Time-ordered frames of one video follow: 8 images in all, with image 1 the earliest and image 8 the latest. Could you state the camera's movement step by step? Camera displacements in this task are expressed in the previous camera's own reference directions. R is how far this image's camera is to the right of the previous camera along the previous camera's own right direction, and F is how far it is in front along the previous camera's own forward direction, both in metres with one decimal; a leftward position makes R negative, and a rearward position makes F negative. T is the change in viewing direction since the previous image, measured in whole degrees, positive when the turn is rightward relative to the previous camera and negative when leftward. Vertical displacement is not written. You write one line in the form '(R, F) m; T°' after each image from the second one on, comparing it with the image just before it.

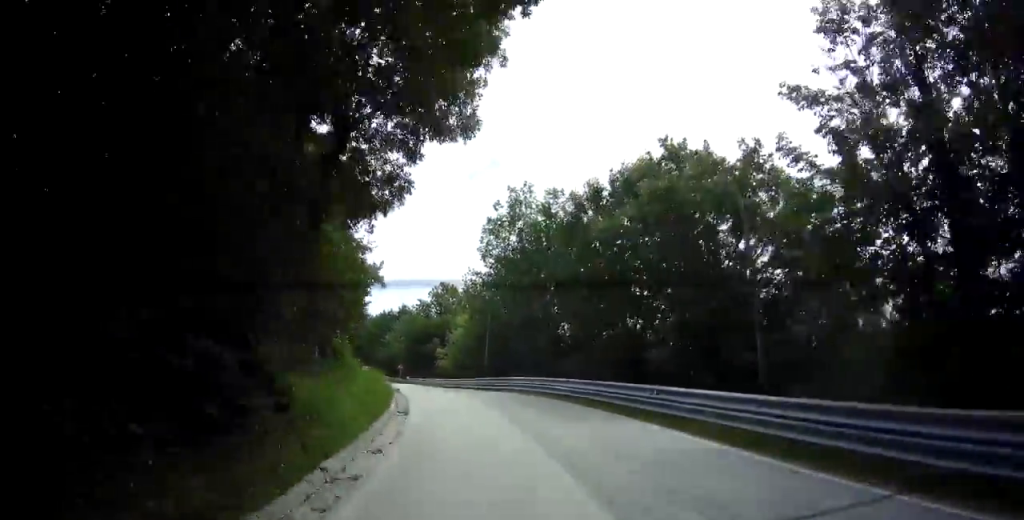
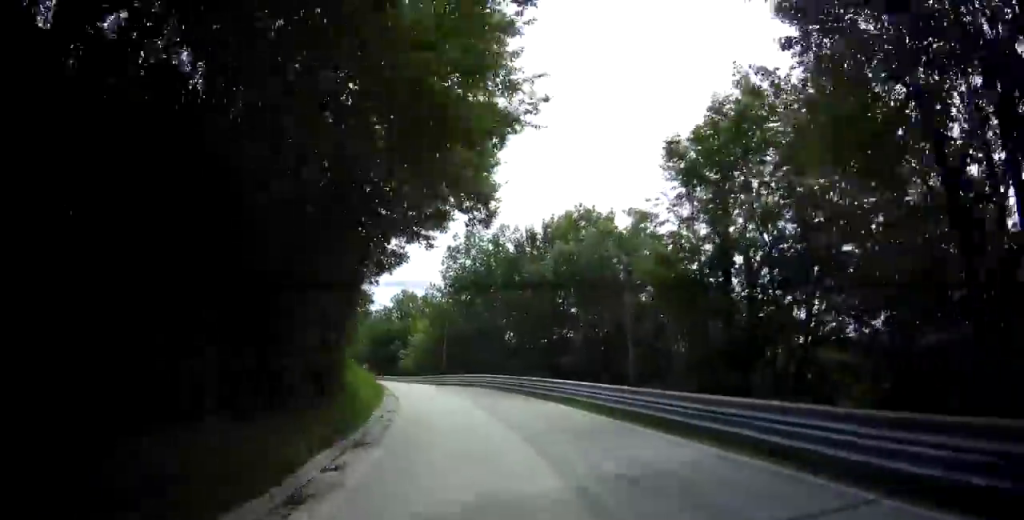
(+1.2, +6.7) m; +1°
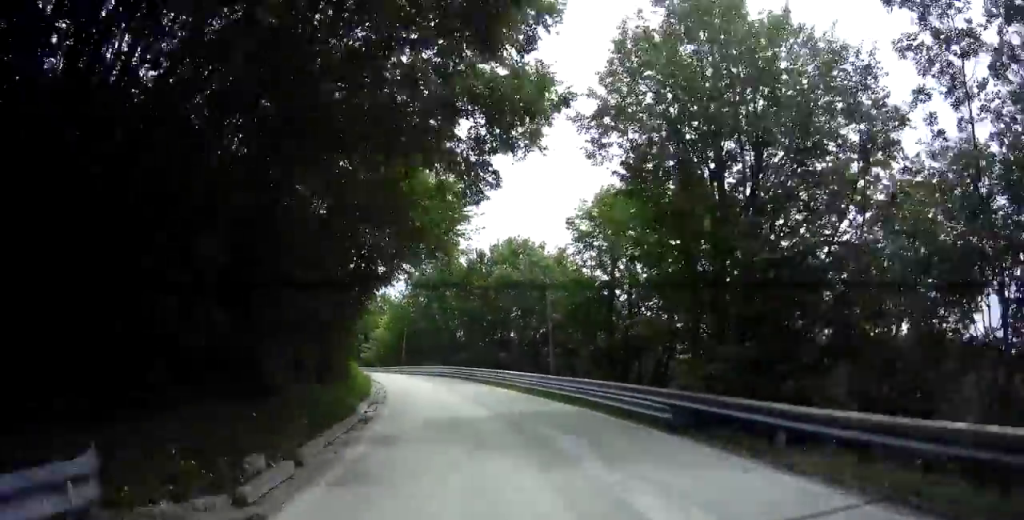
(-0.7, +7.5) m; -1°
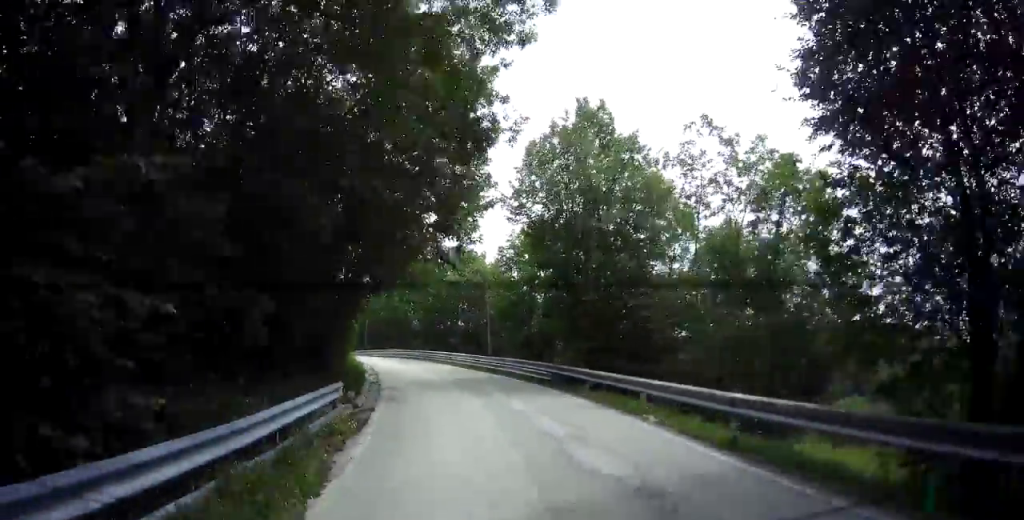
(-0.2, +9.4) m; 0°
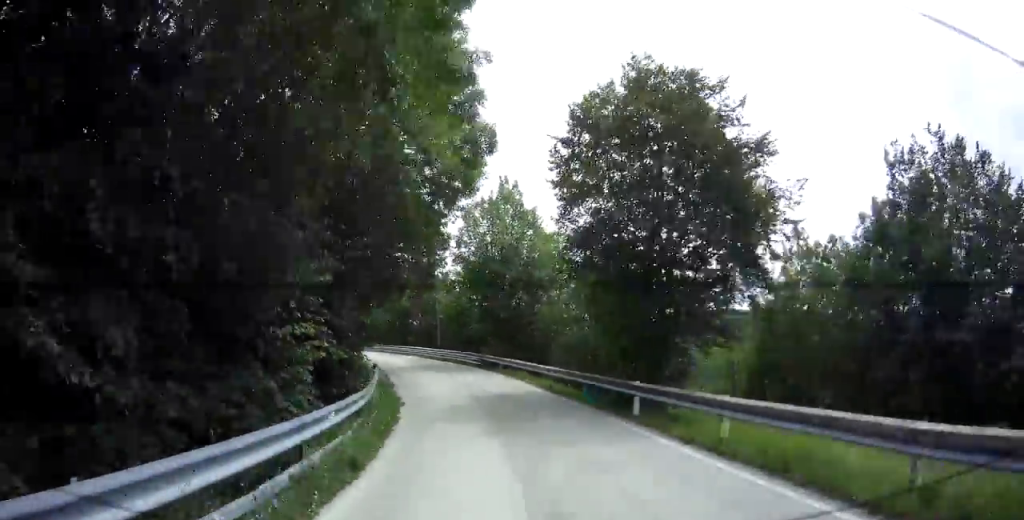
(+0.5, +12.3) m; +5°
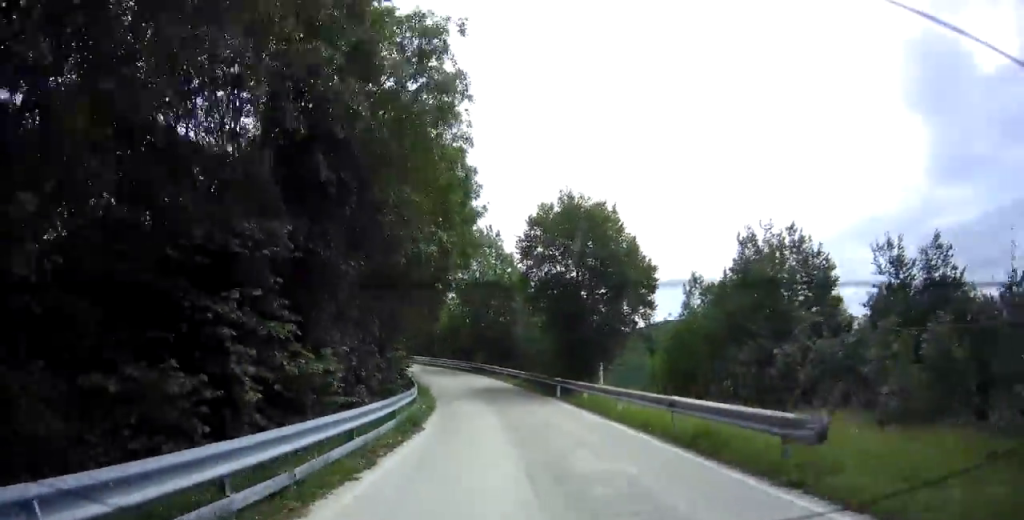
(+0.5, +11.1) m; +7°
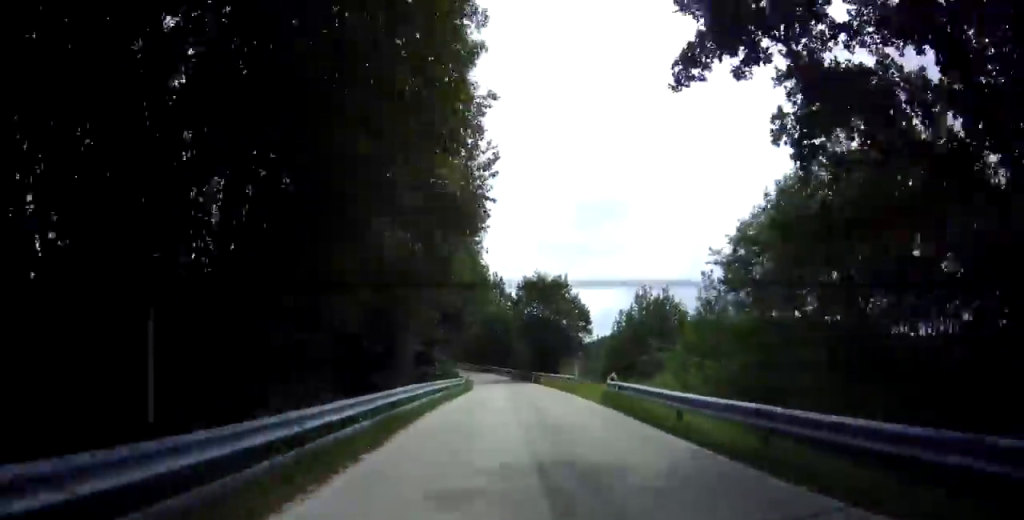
(+2.0, +23.0) m; +6°
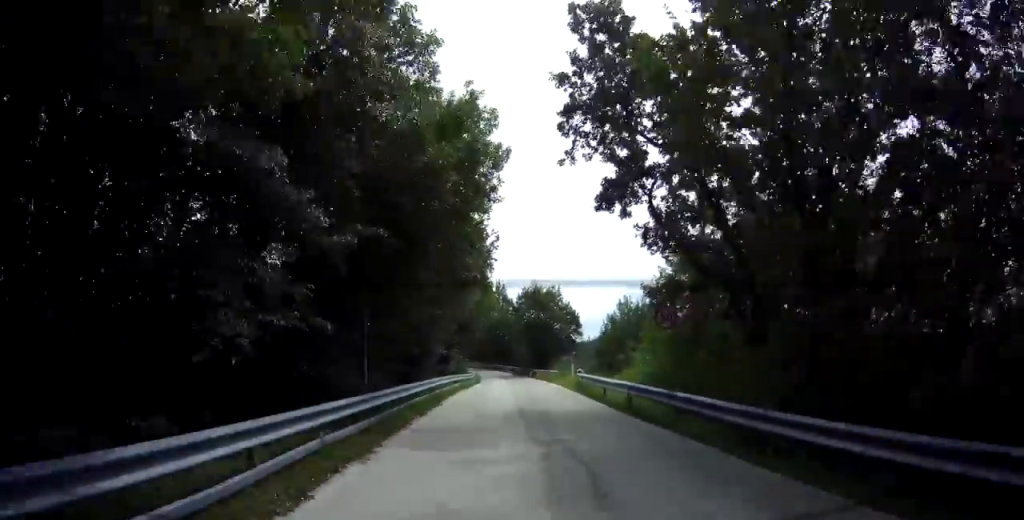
(-0.4, +8.2) m; +1°
